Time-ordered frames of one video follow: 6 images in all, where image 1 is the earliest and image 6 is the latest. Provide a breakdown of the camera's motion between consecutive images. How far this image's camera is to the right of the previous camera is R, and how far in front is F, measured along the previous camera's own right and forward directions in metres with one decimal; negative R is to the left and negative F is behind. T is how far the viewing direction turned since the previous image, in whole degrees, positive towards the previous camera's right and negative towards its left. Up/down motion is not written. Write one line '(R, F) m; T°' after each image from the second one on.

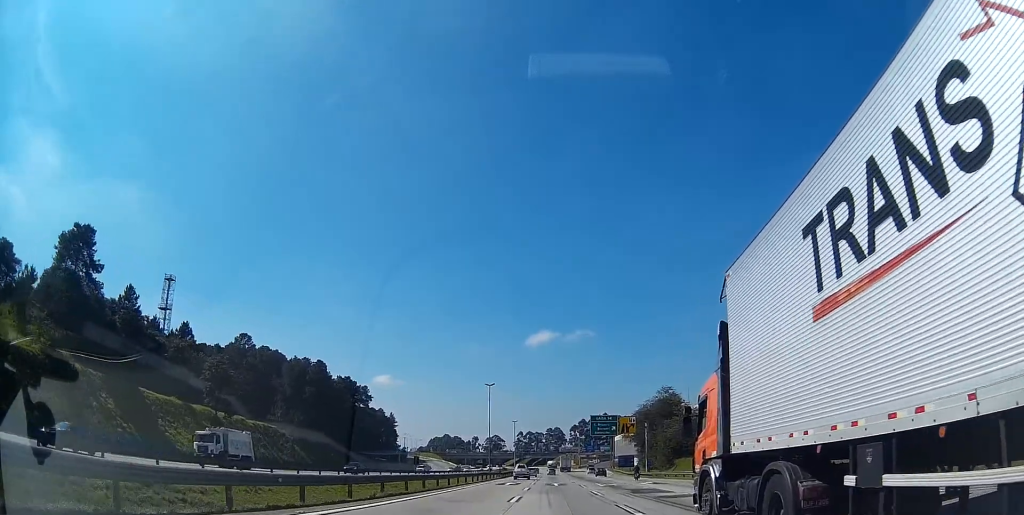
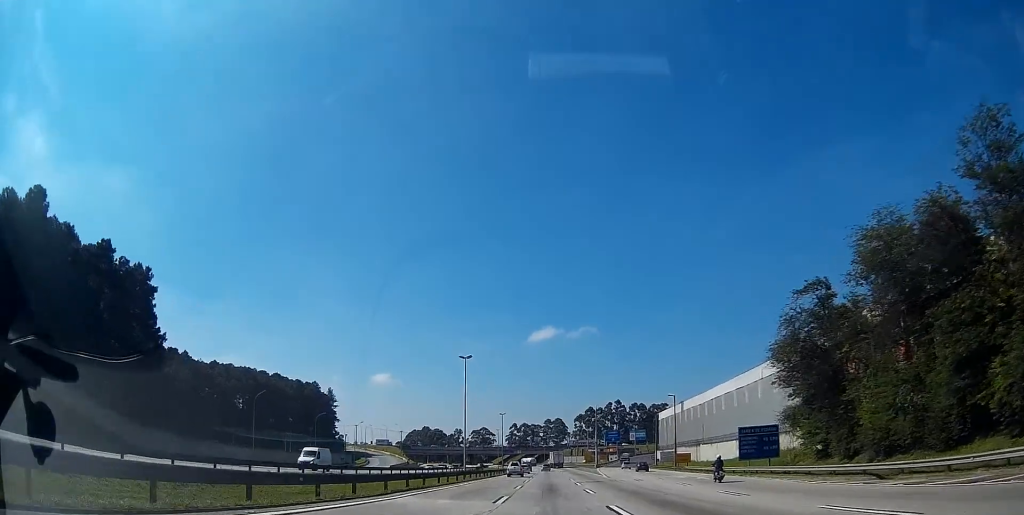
(+0.2, +99.0) m; 0°
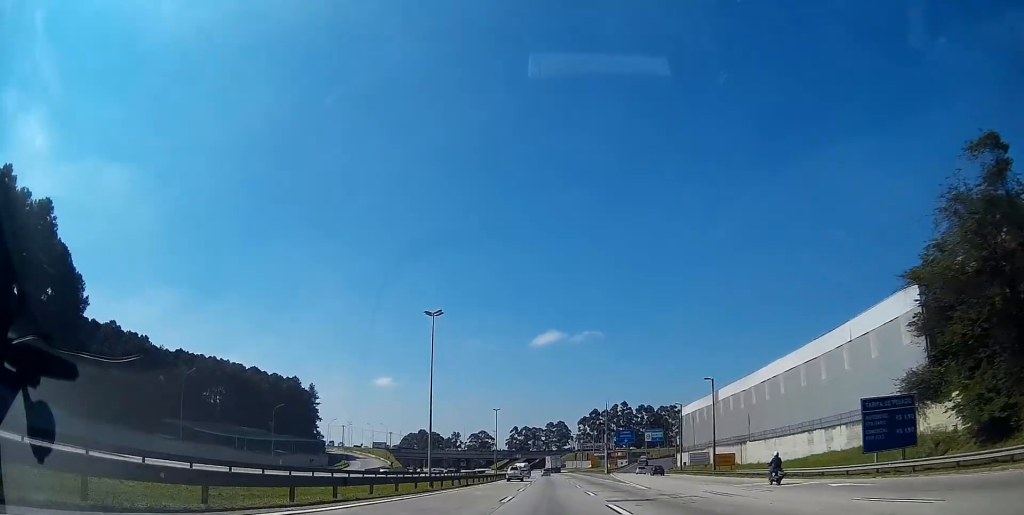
(0.0, +22.7) m; 0°
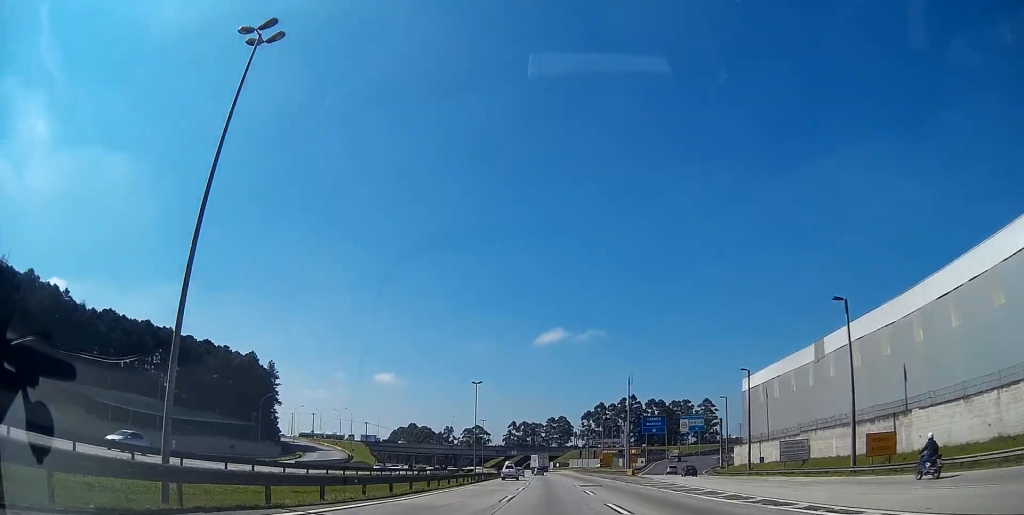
(+0.2, +37.3) m; -1°
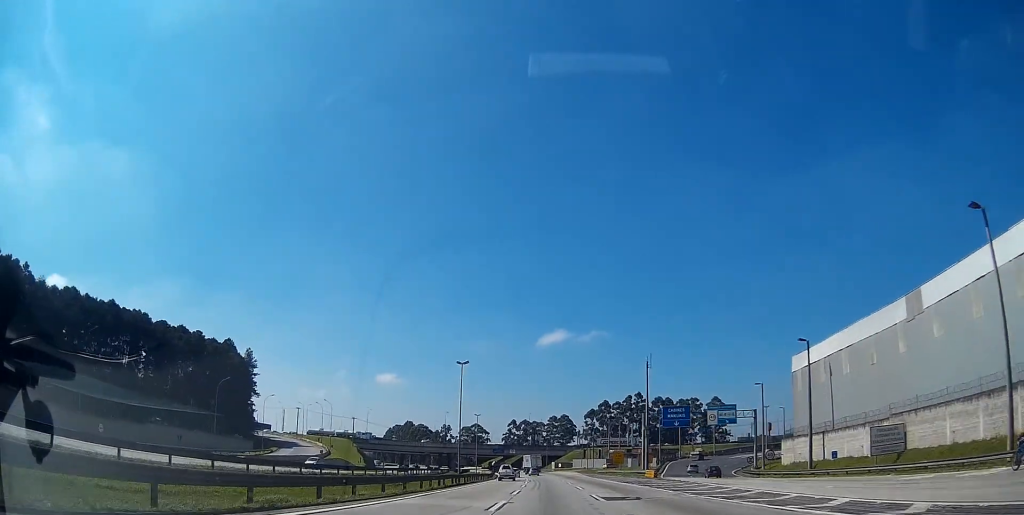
(-0.1, +17.3) m; -1°
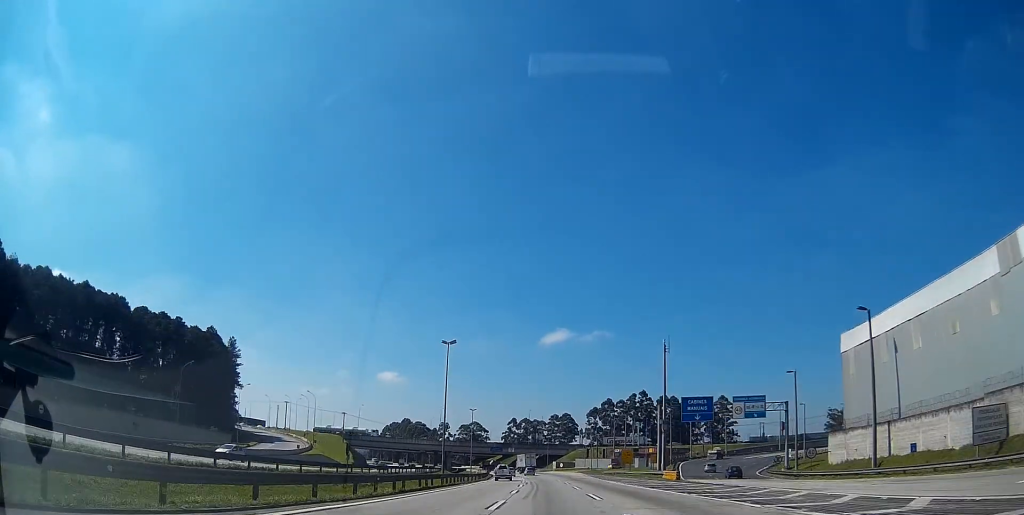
(-0.2, +11.8) m; 0°
